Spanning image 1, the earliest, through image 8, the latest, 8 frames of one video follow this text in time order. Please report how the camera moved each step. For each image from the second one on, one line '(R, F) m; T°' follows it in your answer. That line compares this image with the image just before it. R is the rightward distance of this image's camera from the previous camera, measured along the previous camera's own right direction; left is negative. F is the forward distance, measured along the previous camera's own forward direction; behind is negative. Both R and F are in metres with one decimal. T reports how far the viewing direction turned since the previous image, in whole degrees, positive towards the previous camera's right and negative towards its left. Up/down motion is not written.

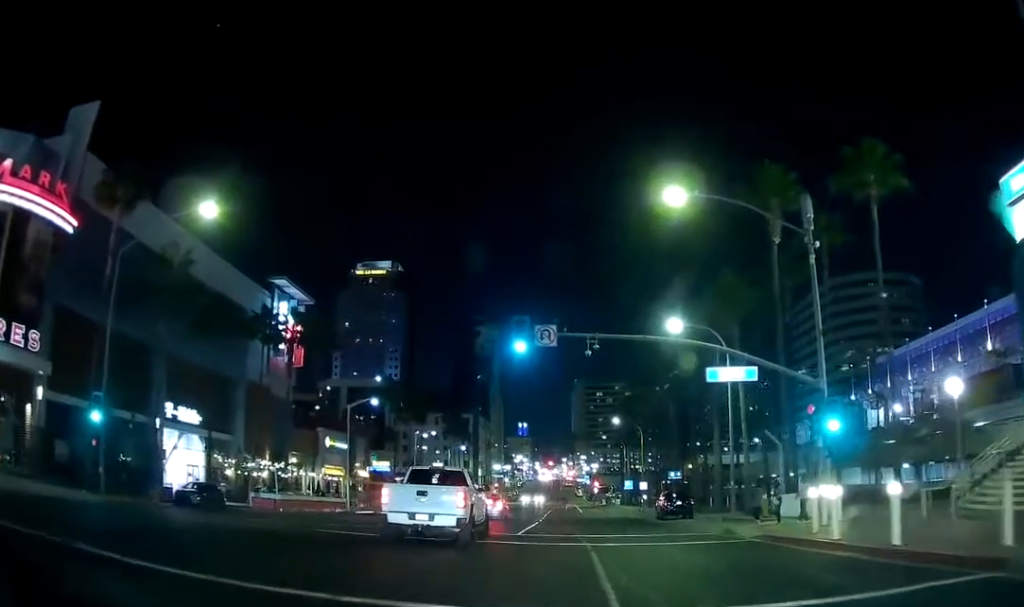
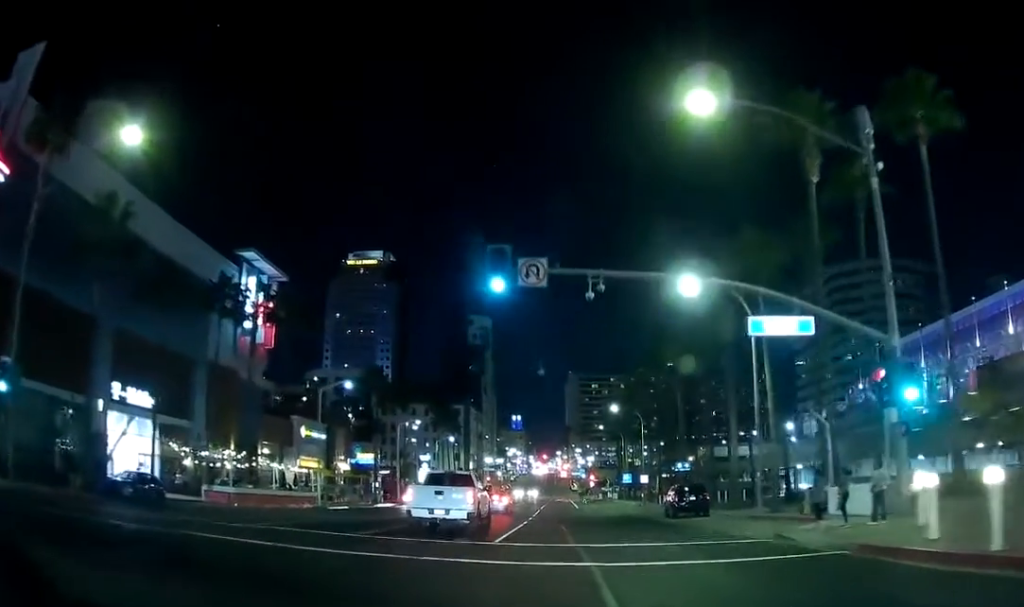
(0.0, +7.4) m; 0°
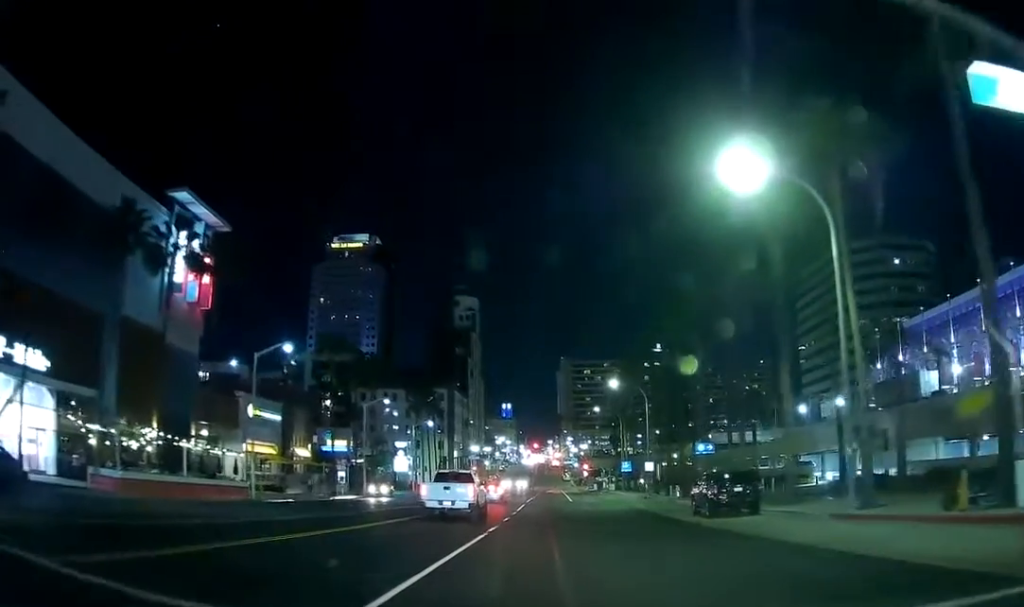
(0.0, +10.9) m; 0°
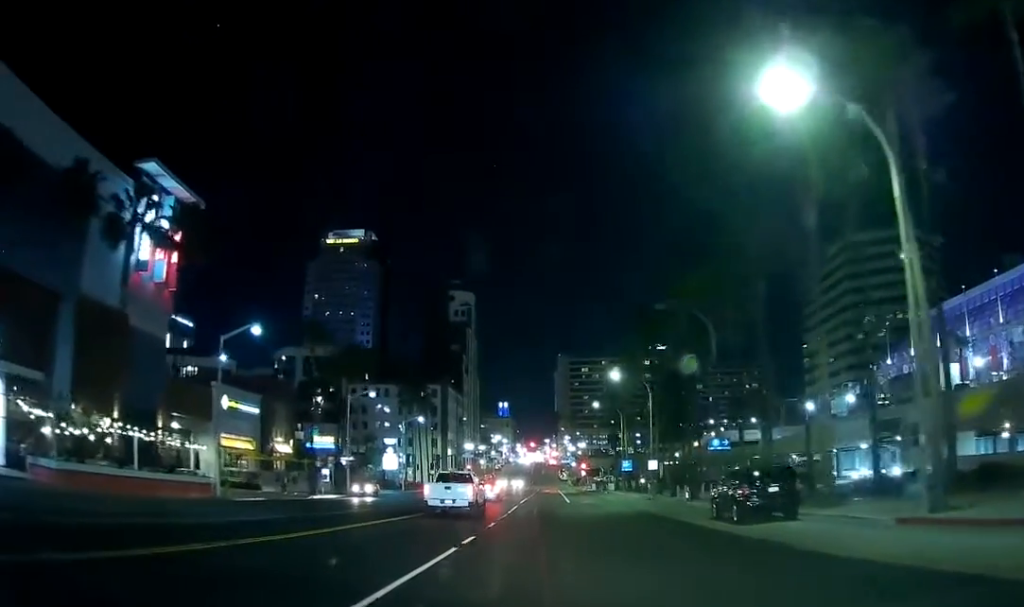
(0.0, +4.5) m; 0°
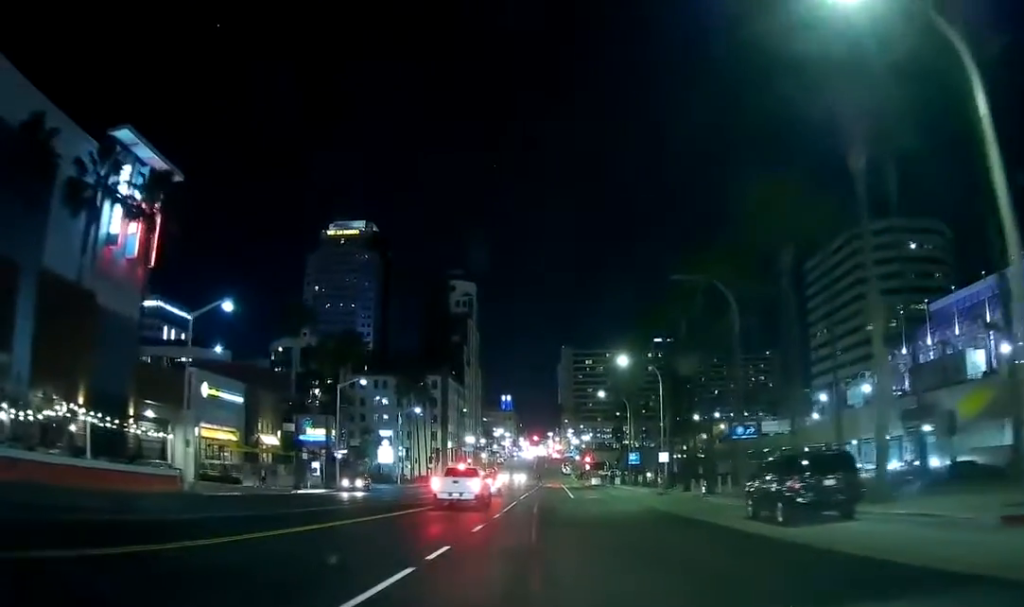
(0.0, +3.9) m; 0°
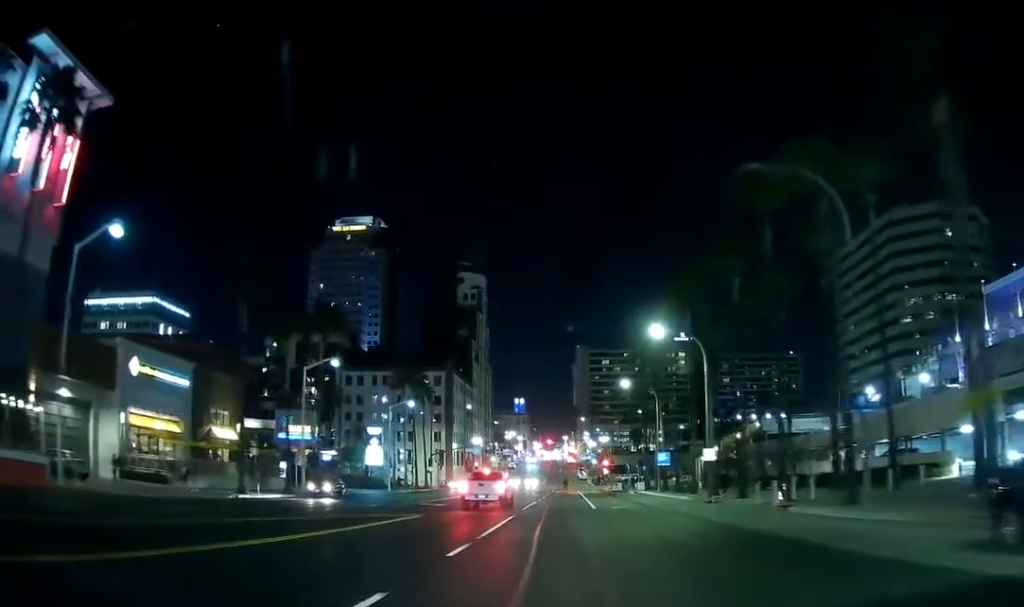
(0.0, +14.2) m; 0°
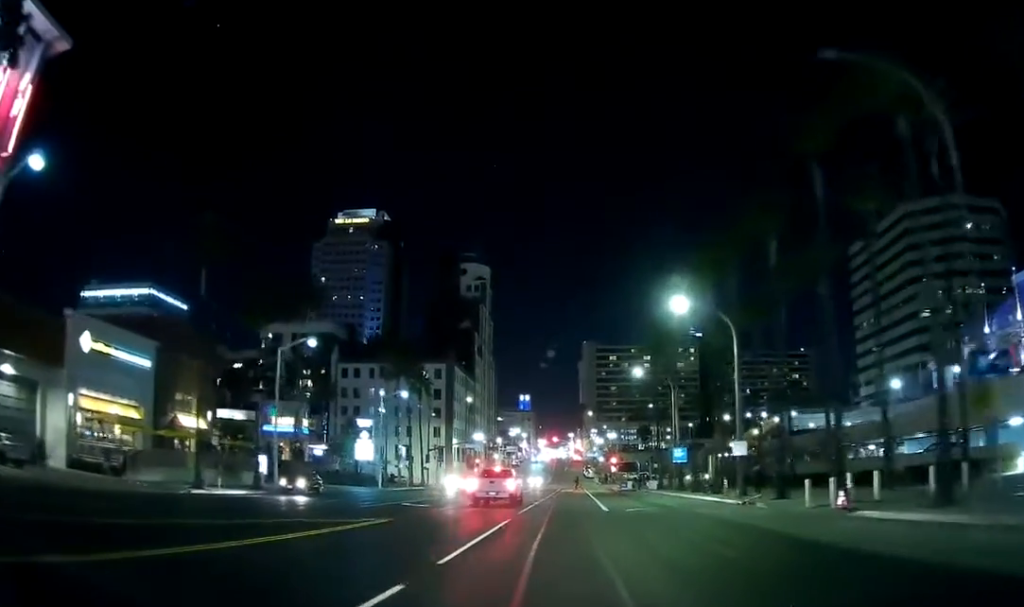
(0.0, +6.5) m; 0°
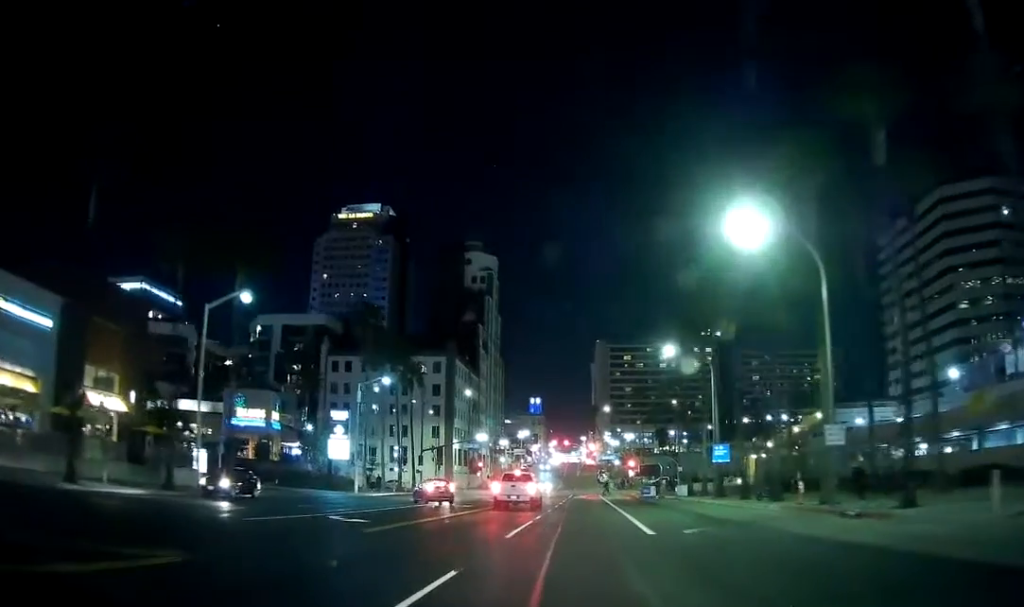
(0.0, +12.7) m; -2°
